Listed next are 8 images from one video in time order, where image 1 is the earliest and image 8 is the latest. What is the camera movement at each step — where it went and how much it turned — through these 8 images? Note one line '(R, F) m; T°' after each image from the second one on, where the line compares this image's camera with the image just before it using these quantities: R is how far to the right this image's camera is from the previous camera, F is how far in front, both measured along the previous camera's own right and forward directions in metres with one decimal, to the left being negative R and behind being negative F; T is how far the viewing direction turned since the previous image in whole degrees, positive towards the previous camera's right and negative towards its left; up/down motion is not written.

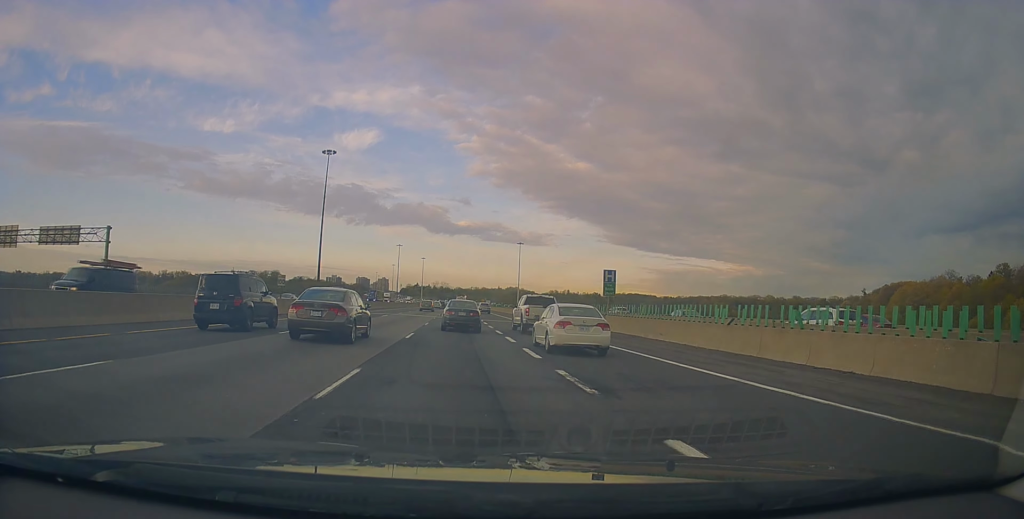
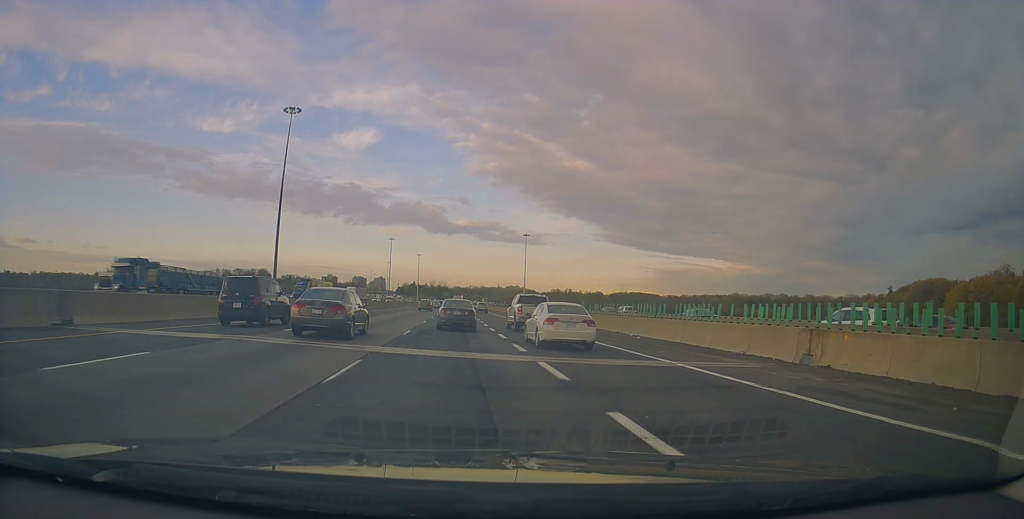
(0.0, +34.9) m; 0°
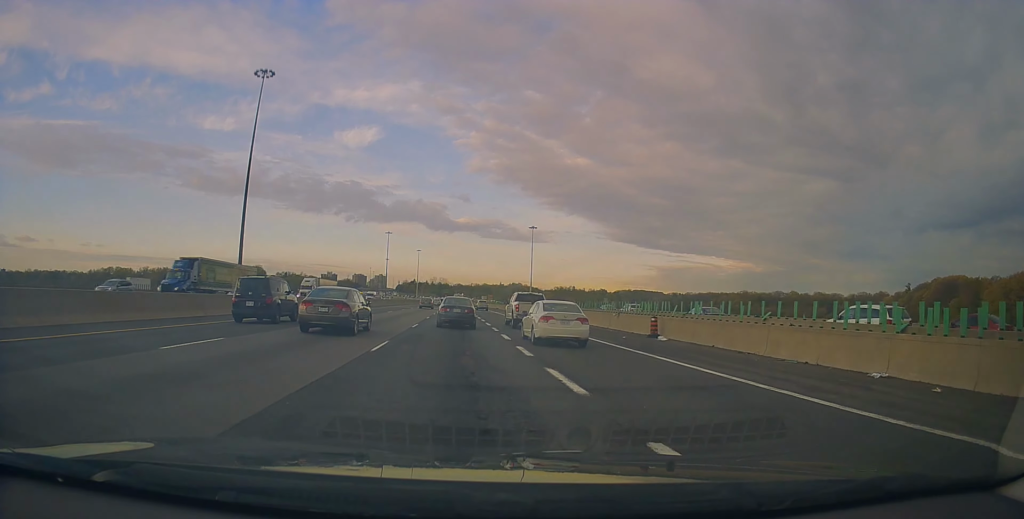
(+0.1, +19.9) m; +1°
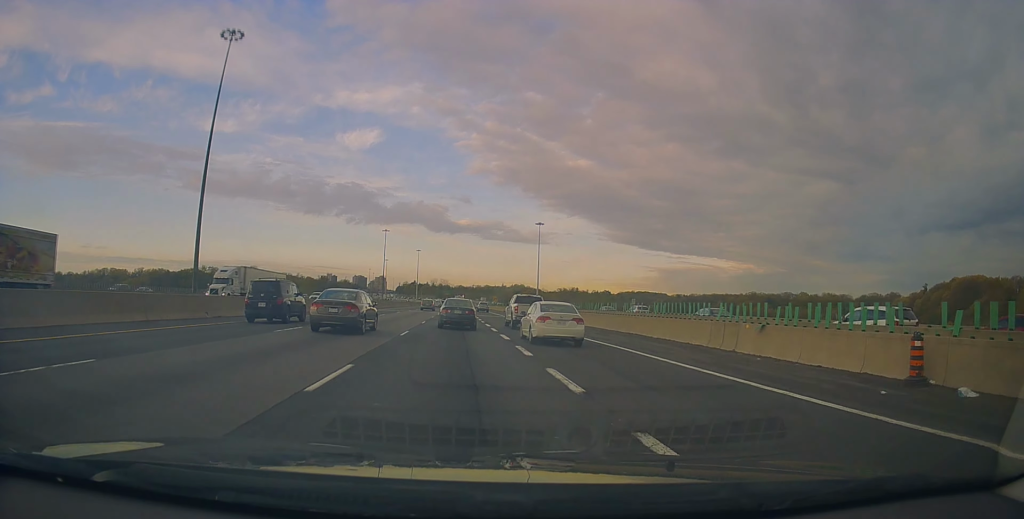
(+0.1, +17.2) m; +1°
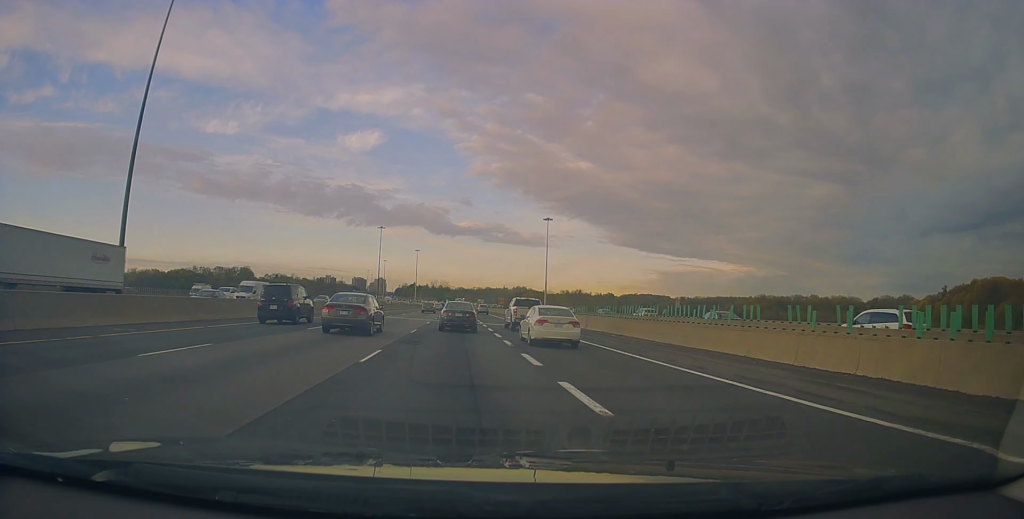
(+0.1, +20.1) m; -1°
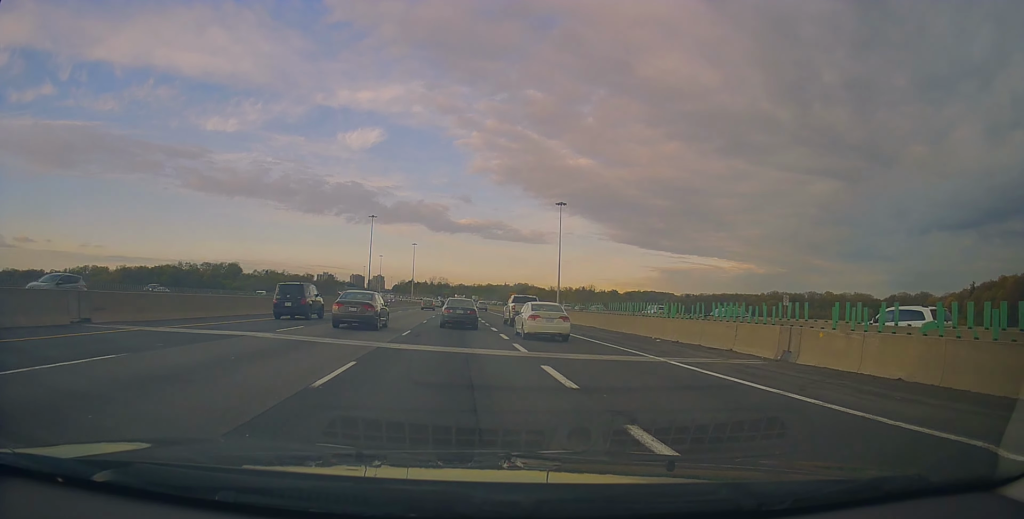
(-0.3, +27.3) m; 0°
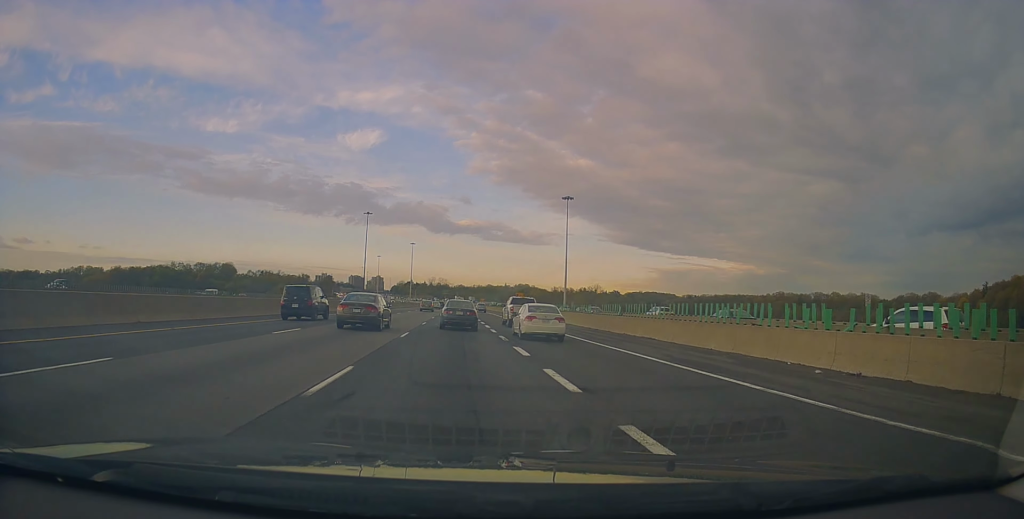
(+0.2, +12.1) m; 0°
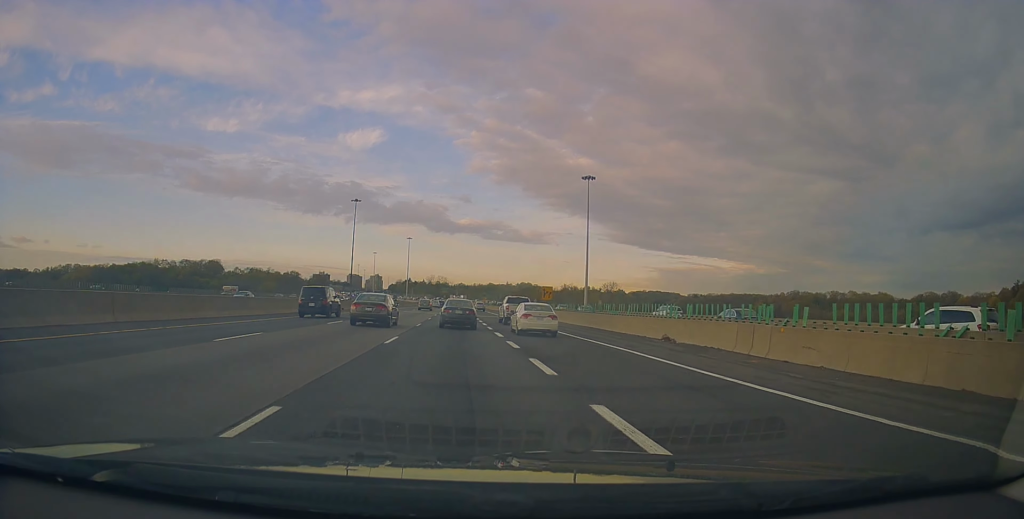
(-0.3, +28.2) m; 0°
